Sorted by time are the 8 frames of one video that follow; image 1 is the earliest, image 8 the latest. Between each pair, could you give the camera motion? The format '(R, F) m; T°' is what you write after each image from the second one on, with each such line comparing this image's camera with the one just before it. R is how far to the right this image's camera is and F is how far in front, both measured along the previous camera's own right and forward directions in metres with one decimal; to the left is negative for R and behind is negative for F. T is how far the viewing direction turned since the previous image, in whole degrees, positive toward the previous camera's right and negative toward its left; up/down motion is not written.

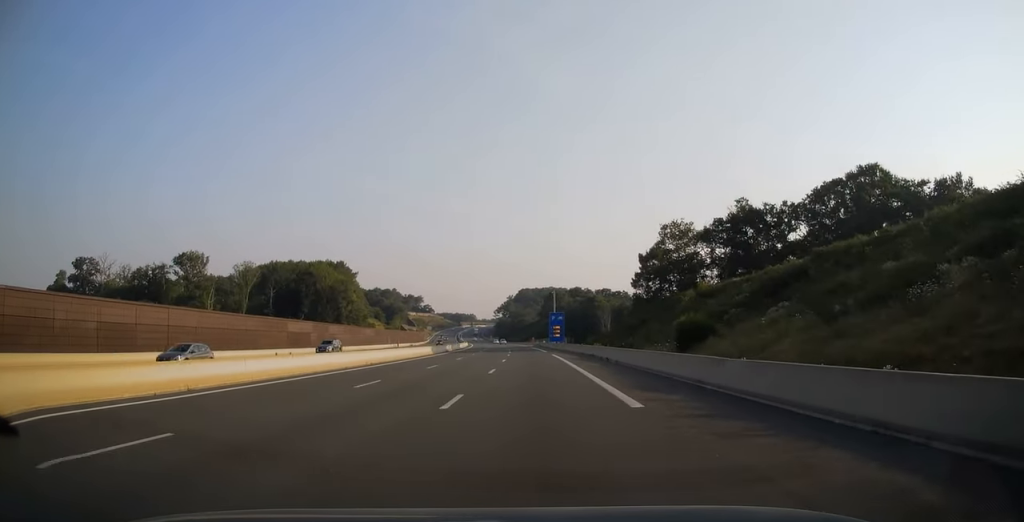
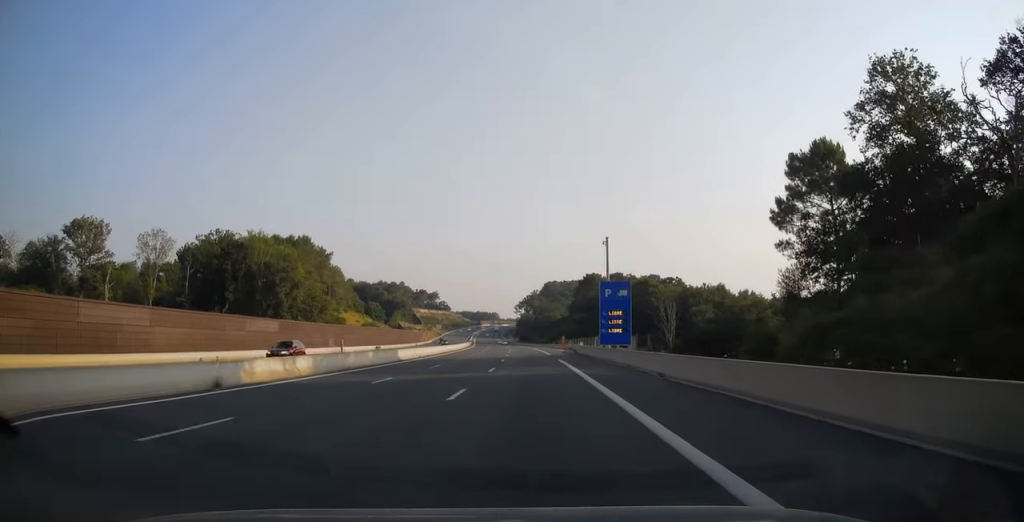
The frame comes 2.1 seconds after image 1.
(-1.5, +61.7) m; -3°
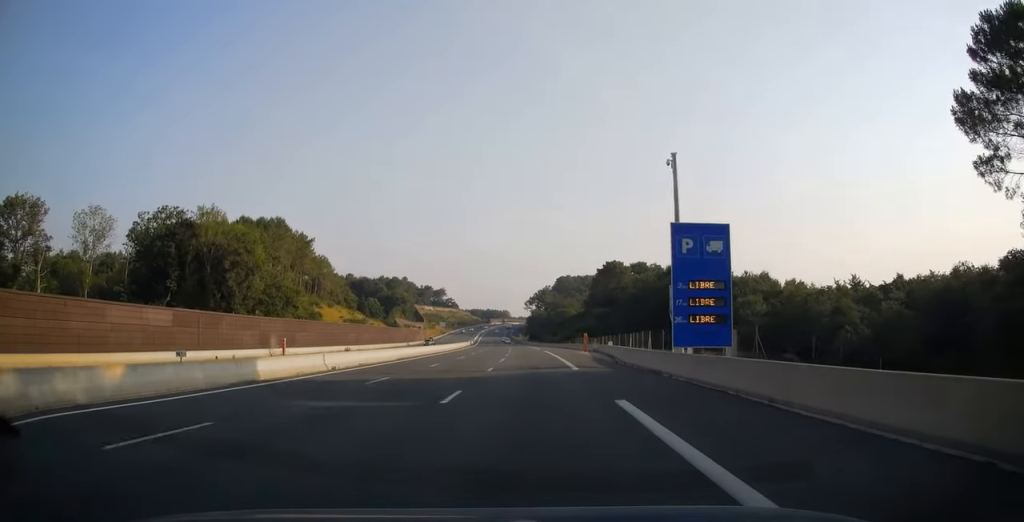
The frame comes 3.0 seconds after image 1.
(-0.3, +26.4) m; -1°
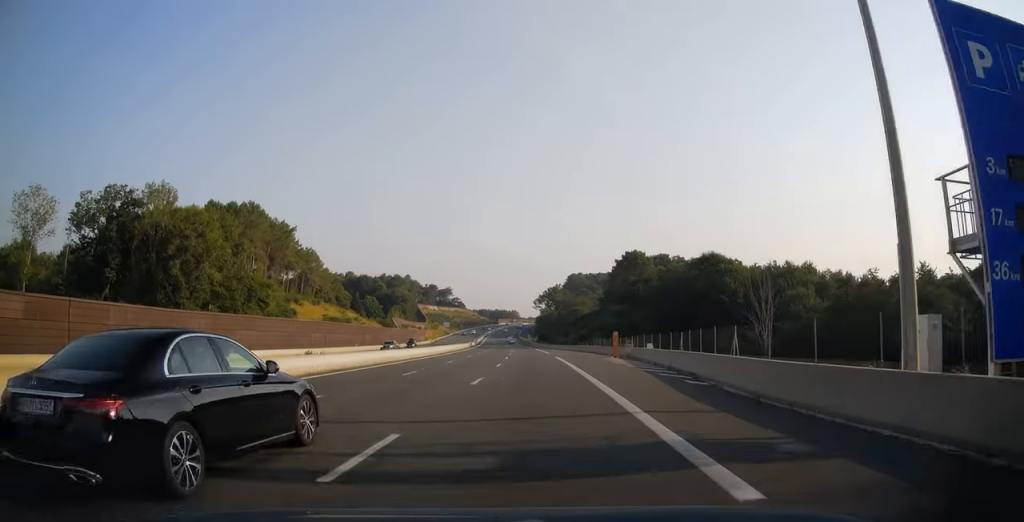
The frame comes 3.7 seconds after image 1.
(-0.2, +20.1) m; -1°
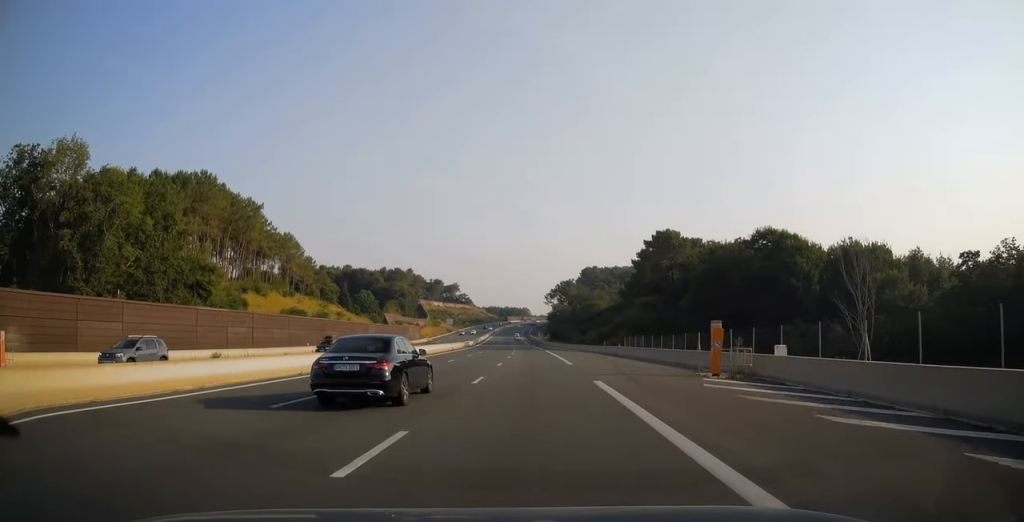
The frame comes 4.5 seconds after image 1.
(-0.3, +25.6) m; -1°
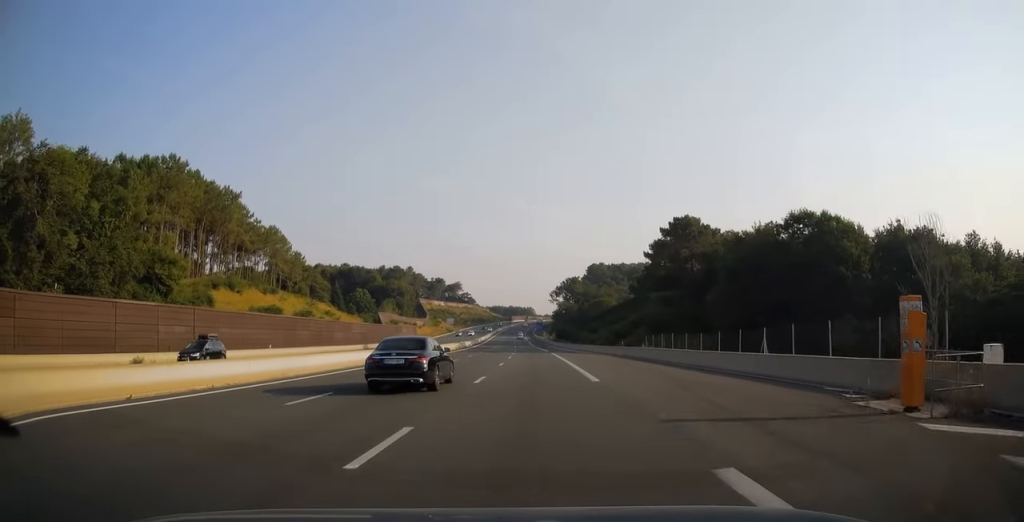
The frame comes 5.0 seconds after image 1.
(-0.1, +12.3) m; 0°
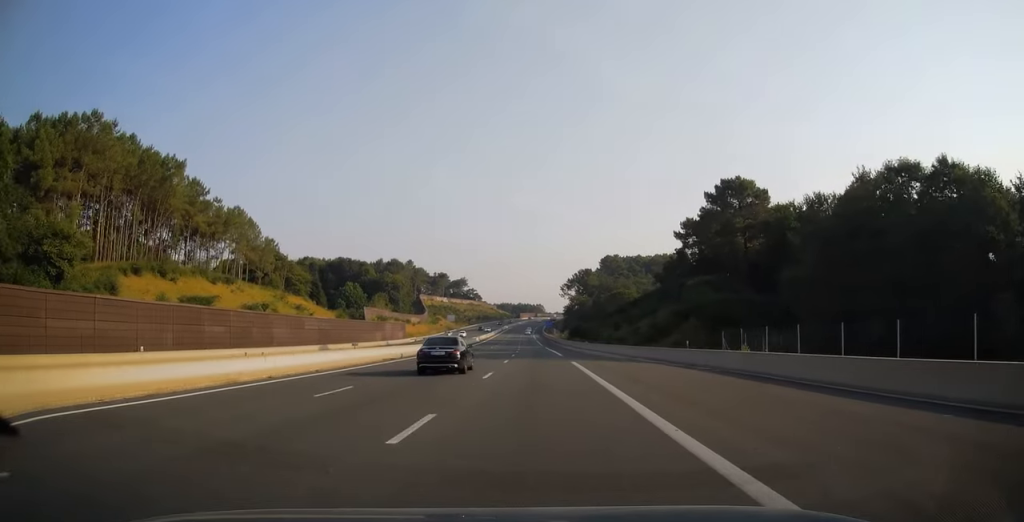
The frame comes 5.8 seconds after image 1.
(-0.2, +24.1) m; -1°
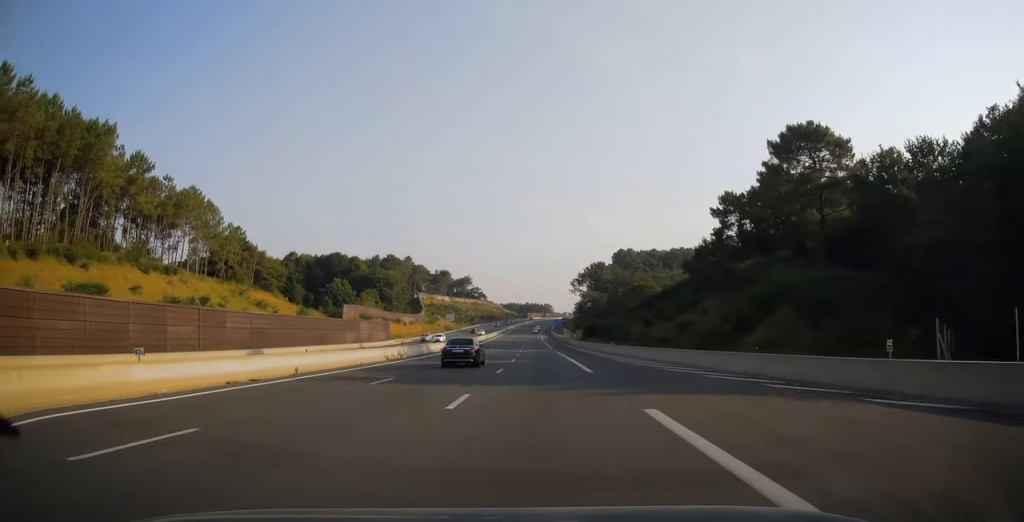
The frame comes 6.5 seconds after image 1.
(-0.1, +21.7) m; -1°
